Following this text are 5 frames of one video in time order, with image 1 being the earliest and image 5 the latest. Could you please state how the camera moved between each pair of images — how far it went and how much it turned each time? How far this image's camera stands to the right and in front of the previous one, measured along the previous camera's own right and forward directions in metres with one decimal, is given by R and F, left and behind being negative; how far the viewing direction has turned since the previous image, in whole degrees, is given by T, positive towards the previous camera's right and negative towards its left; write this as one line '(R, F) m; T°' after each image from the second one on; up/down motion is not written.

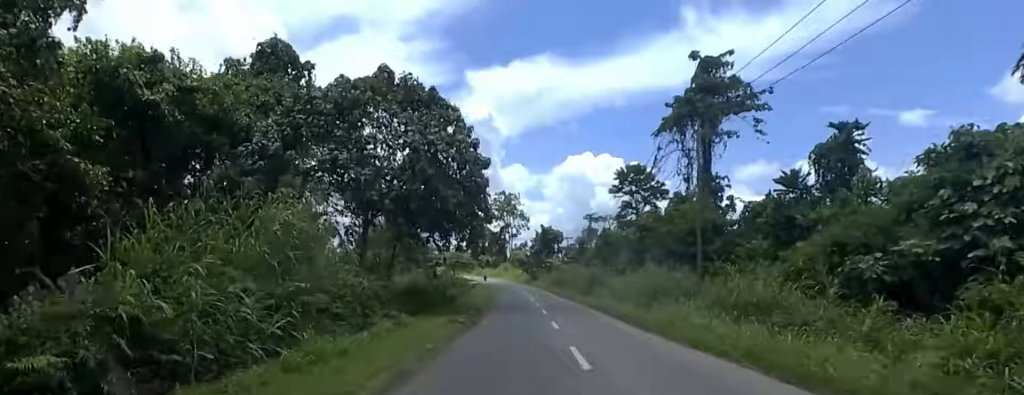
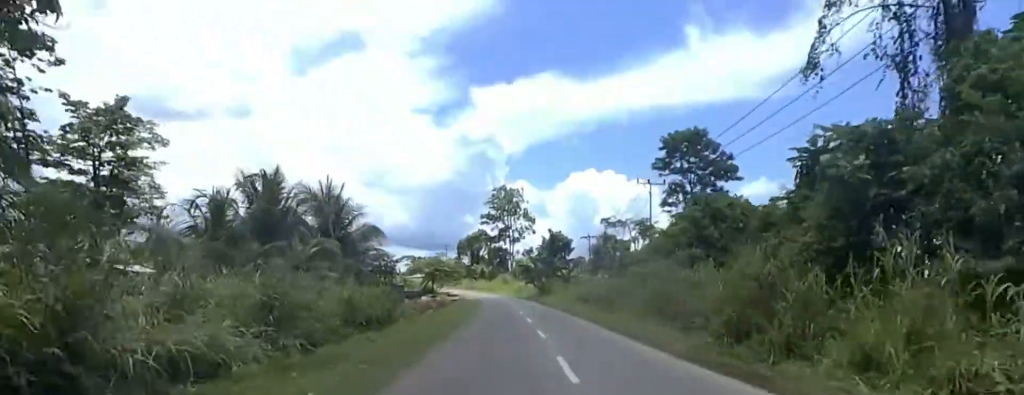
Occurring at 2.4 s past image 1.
(+0.5, +32.1) m; -3°
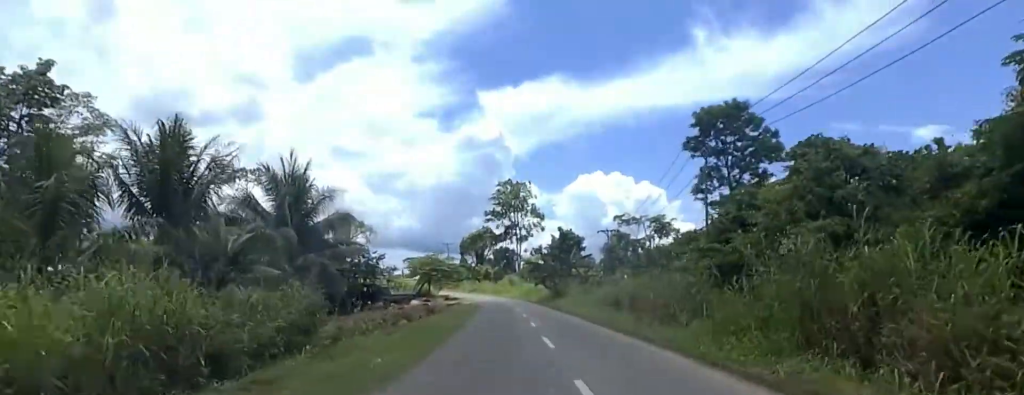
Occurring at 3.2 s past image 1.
(-0.2, +10.4) m; +2°
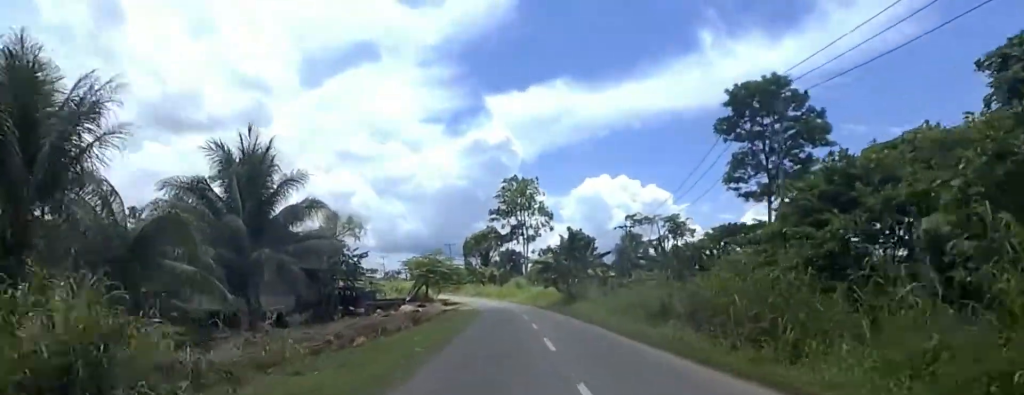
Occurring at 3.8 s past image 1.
(+0.6, +7.8) m; +4°
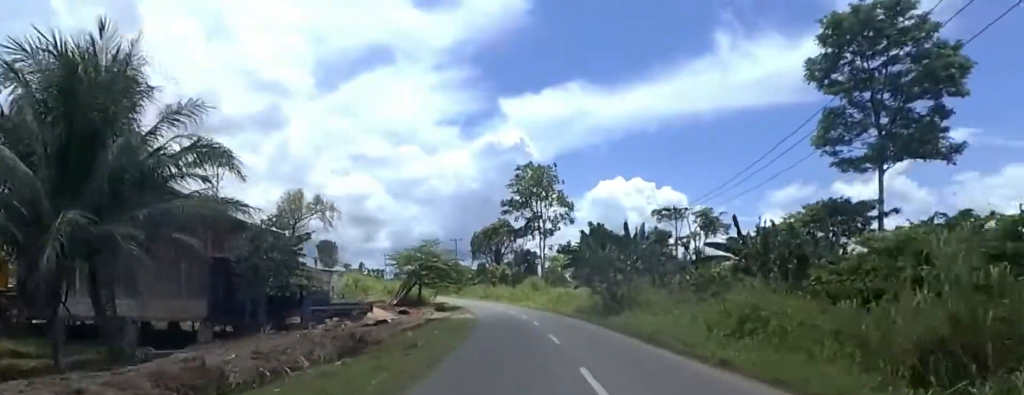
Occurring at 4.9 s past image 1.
(+0.2, +14.2) m; 0°
